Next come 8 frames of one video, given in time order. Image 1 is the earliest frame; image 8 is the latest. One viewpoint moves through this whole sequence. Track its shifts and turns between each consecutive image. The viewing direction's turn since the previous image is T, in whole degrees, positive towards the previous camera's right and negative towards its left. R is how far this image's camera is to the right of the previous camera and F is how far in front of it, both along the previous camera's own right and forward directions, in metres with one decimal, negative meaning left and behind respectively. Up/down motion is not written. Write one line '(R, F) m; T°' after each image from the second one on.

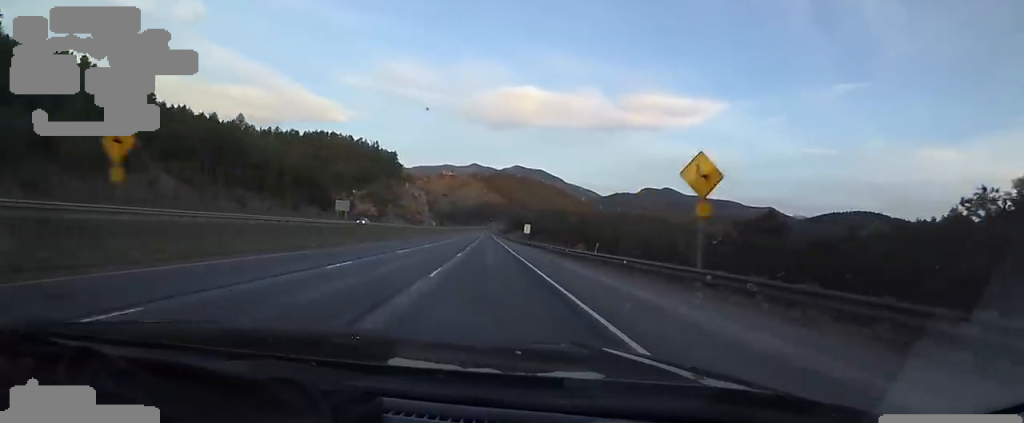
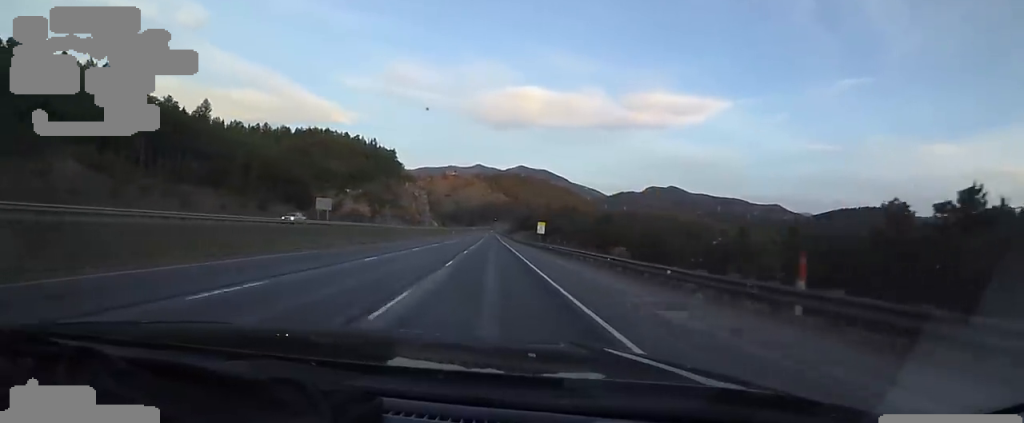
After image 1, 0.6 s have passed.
(+0.3, +20.0) m; -1°
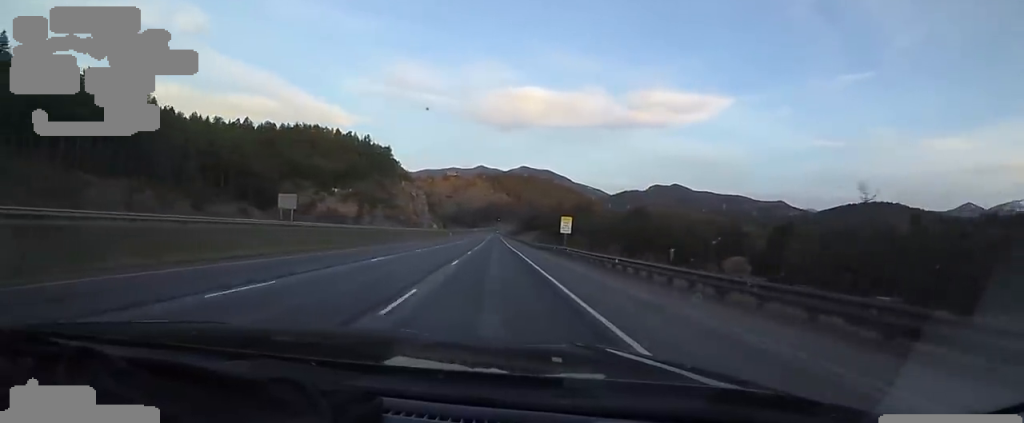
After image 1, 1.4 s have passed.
(-0.9, +24.3) m; -2°
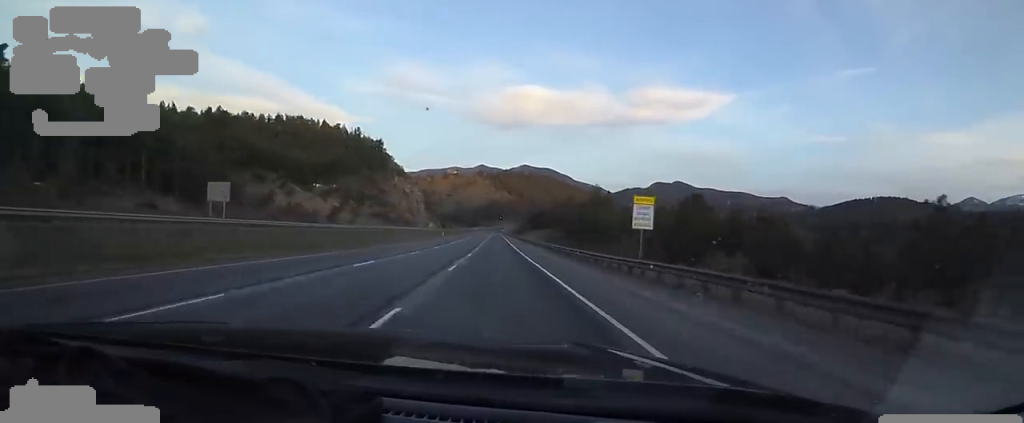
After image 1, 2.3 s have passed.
(0.0, +27.4) m; 0°
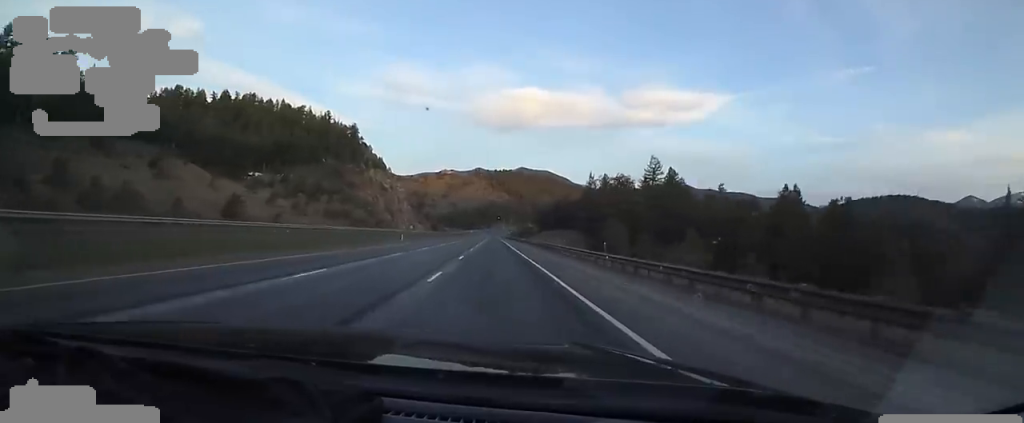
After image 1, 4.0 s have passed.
(0.0, +55.3) m; 0°
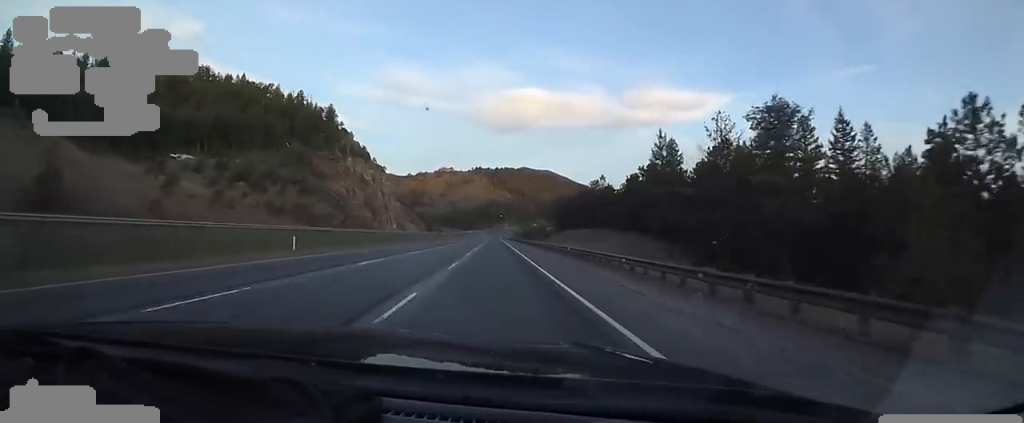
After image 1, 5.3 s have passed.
(0.0, +43.1) m; 0°
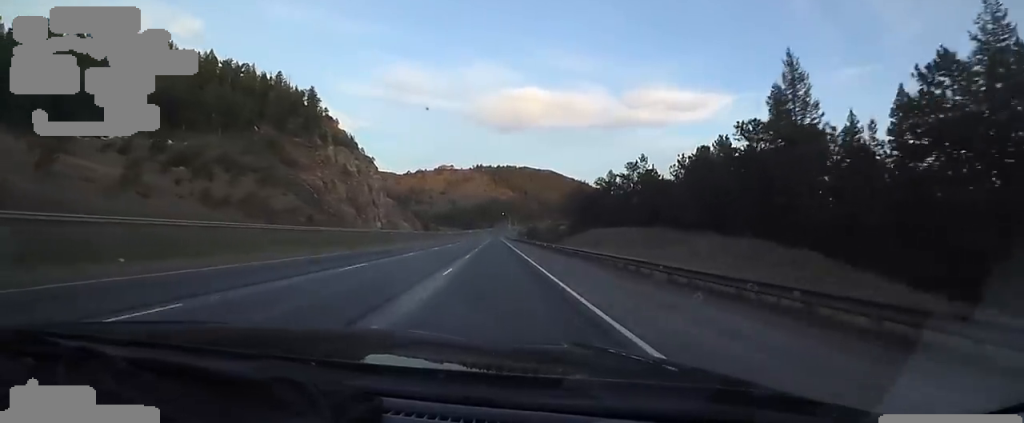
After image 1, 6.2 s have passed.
(0.0, +27.4) m; 0°
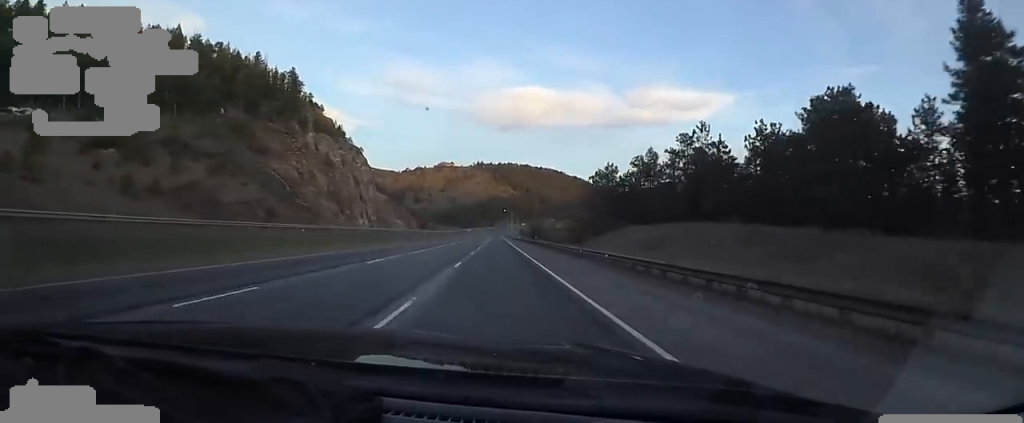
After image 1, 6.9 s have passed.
(0.0, +21.8) m; 0°
